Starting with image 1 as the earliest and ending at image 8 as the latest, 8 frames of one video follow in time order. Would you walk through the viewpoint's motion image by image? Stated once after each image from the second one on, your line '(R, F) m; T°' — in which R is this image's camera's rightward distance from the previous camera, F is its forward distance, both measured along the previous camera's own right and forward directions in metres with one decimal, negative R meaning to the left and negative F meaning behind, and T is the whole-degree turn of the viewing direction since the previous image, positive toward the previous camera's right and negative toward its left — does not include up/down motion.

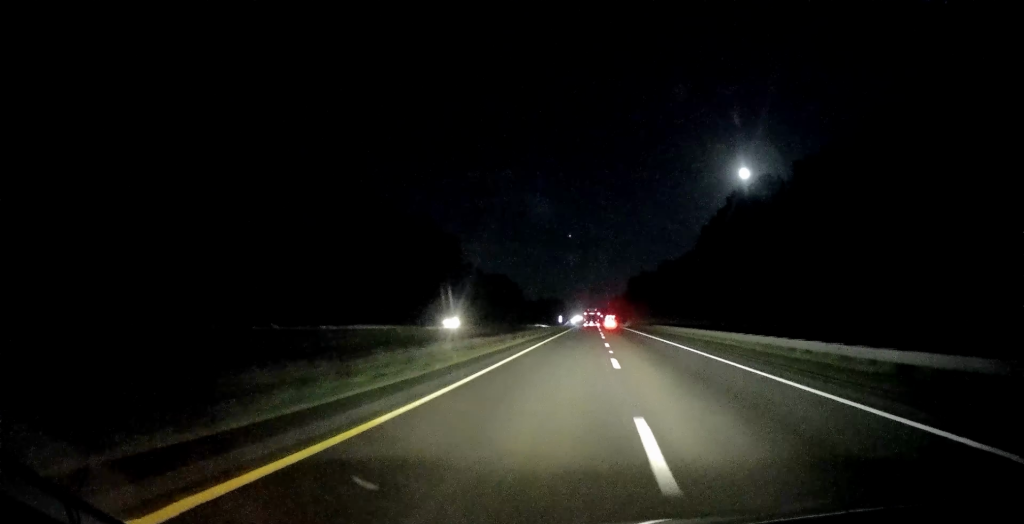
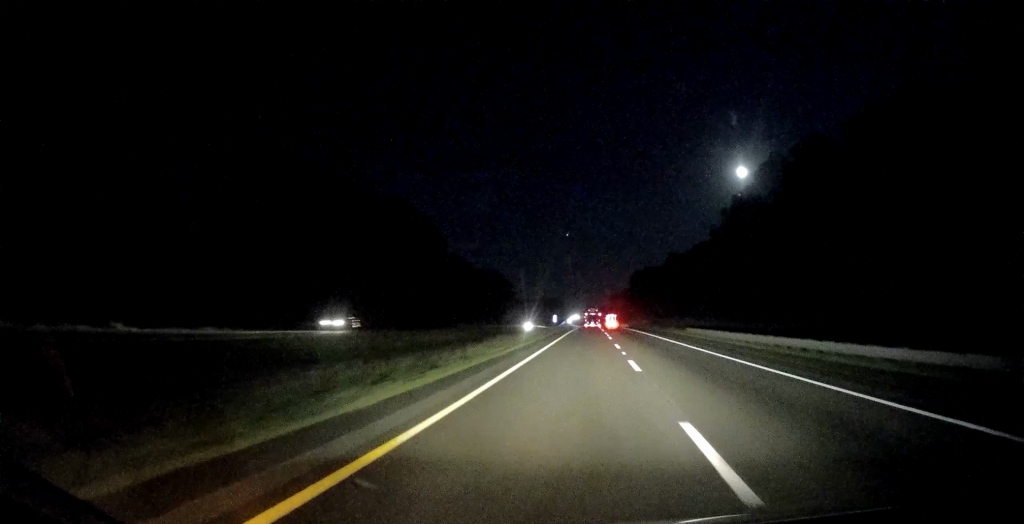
(0.0, +24.4) m; 0°
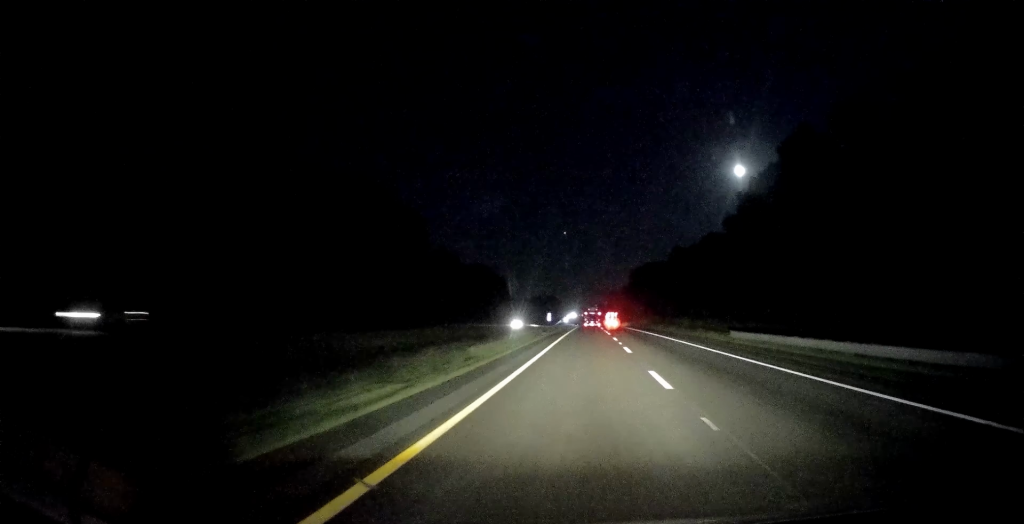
(0.0, +16.2) m; 0°
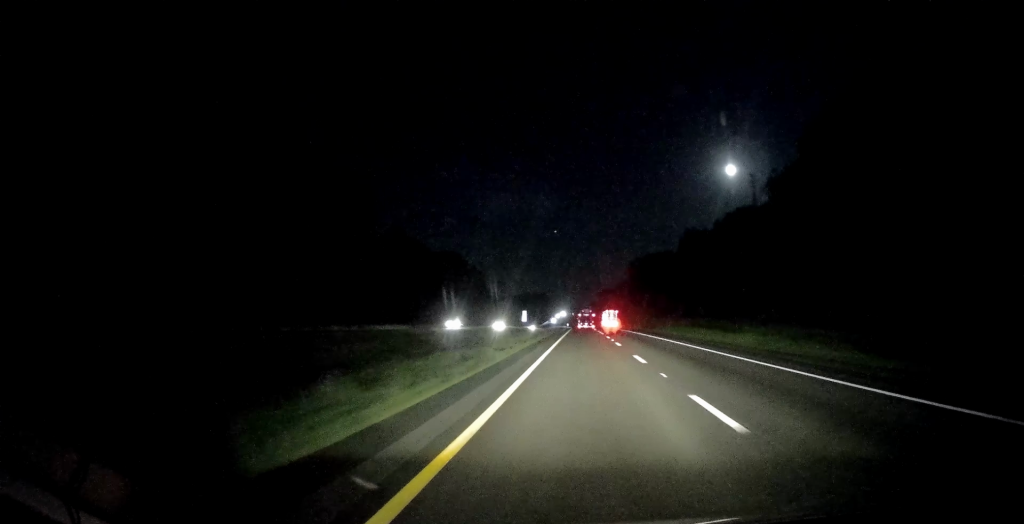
(-0.1, +40.9) m; 0°
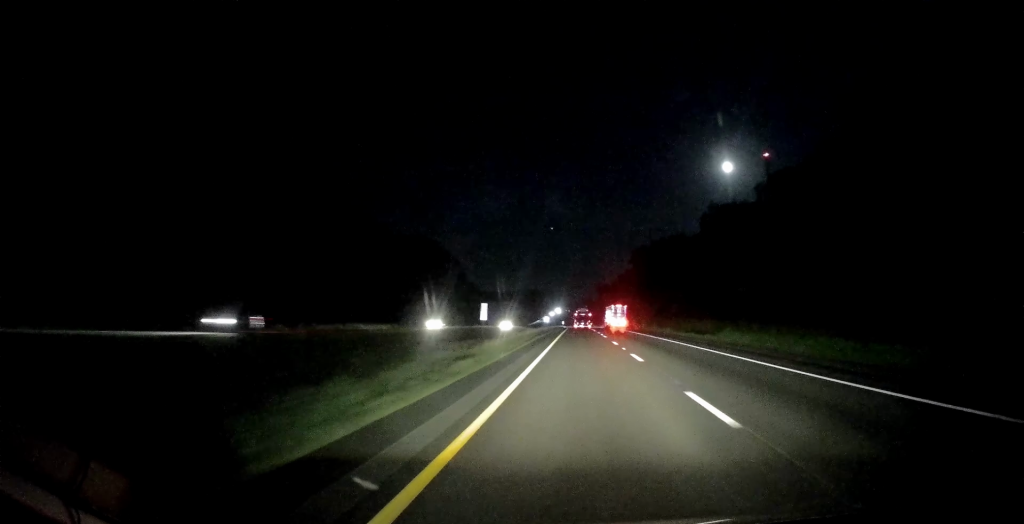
(+0.2, +35.7) m; +1°
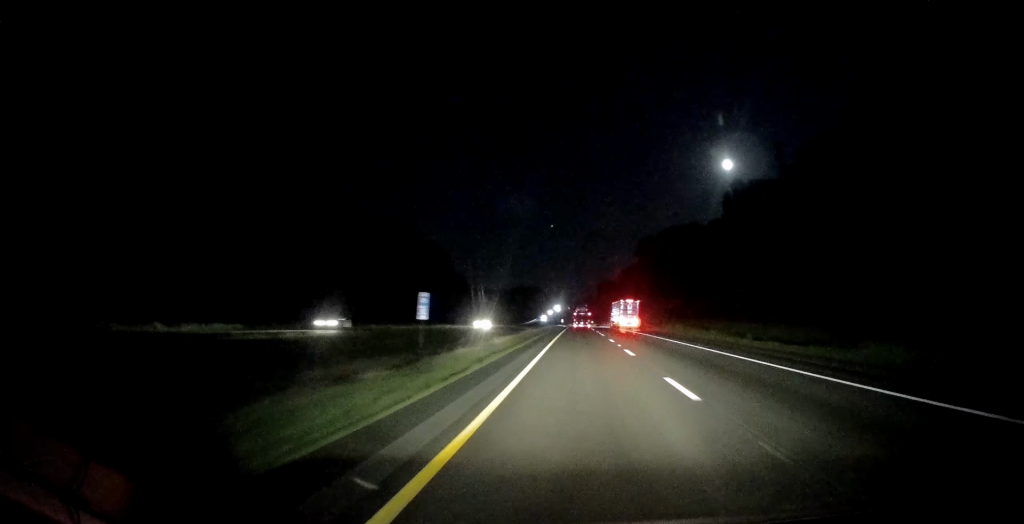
(+0.1, +21.5) m; 0°
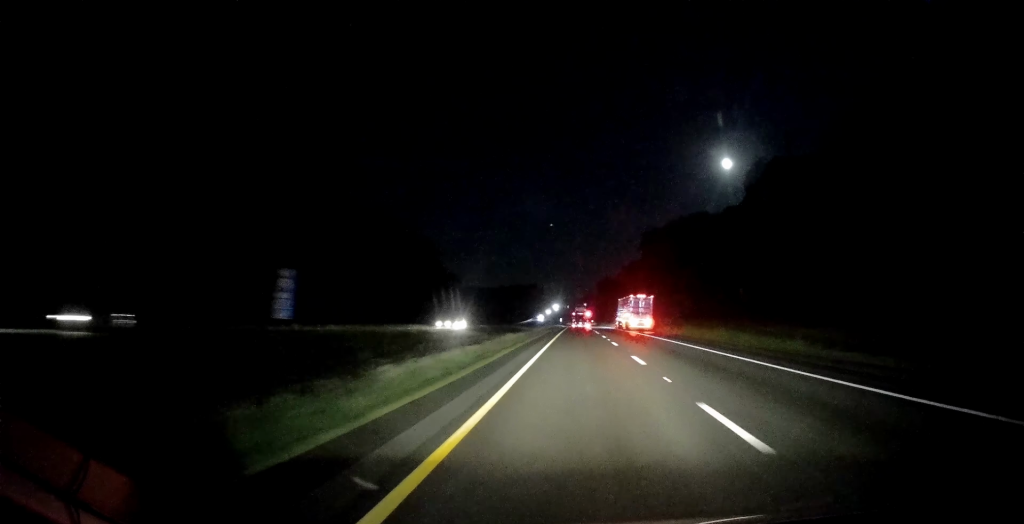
(-0.1, +16.3) m; 0°
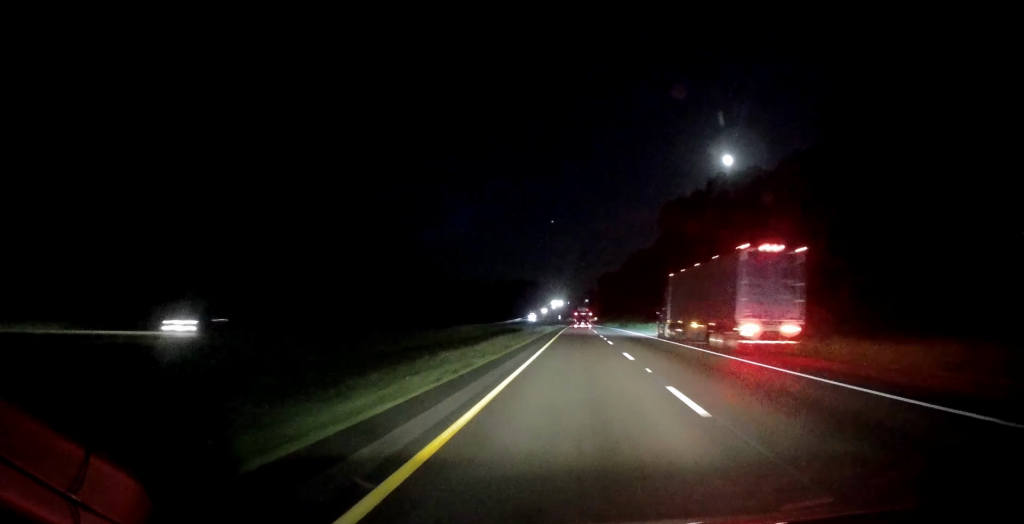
(+0.4, +45.7) m; +1°
